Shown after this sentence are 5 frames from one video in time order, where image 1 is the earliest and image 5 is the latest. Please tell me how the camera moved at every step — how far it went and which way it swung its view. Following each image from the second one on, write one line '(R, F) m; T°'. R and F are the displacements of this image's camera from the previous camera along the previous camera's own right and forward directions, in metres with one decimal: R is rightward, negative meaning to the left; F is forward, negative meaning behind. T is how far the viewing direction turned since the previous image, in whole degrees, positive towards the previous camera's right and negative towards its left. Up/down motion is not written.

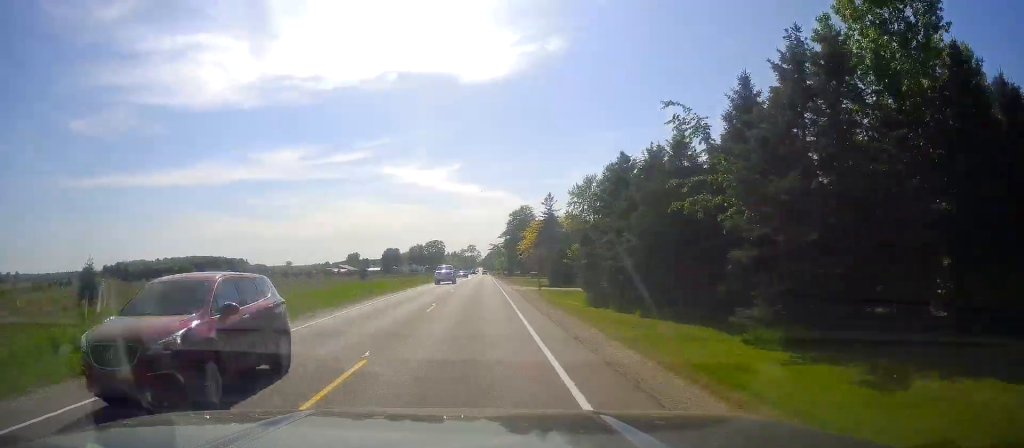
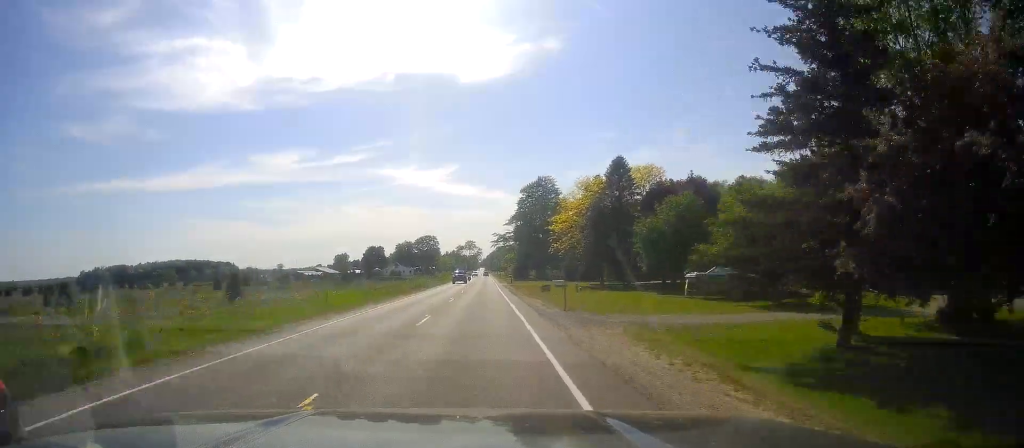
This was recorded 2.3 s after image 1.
(-0.1, +64.8) m; 0°
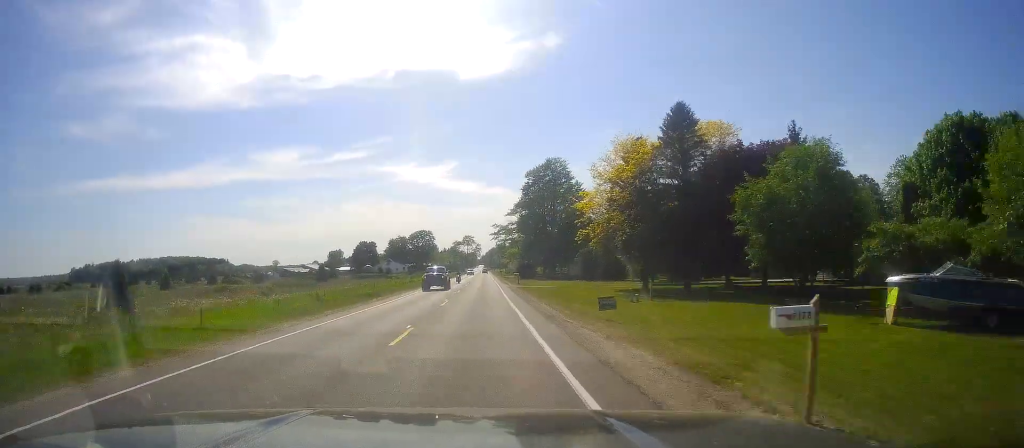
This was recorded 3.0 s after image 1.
(-0.2, +20.6) m; -1°
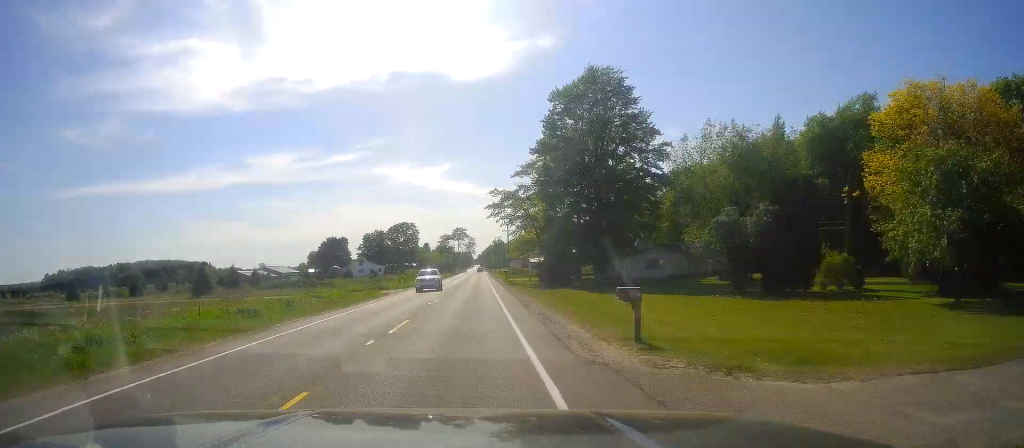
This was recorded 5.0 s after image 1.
(+1.0, +54.4) m; +1°
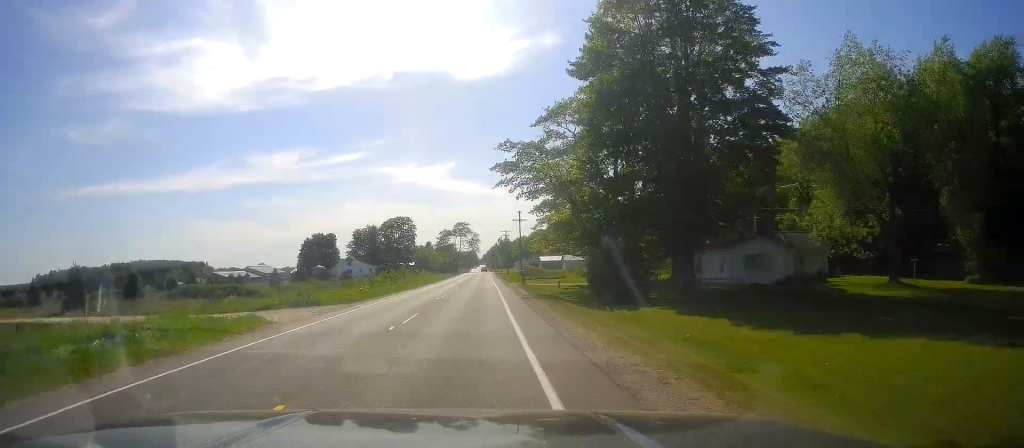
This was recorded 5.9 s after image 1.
(-0.5, +27.4) m; -1°
